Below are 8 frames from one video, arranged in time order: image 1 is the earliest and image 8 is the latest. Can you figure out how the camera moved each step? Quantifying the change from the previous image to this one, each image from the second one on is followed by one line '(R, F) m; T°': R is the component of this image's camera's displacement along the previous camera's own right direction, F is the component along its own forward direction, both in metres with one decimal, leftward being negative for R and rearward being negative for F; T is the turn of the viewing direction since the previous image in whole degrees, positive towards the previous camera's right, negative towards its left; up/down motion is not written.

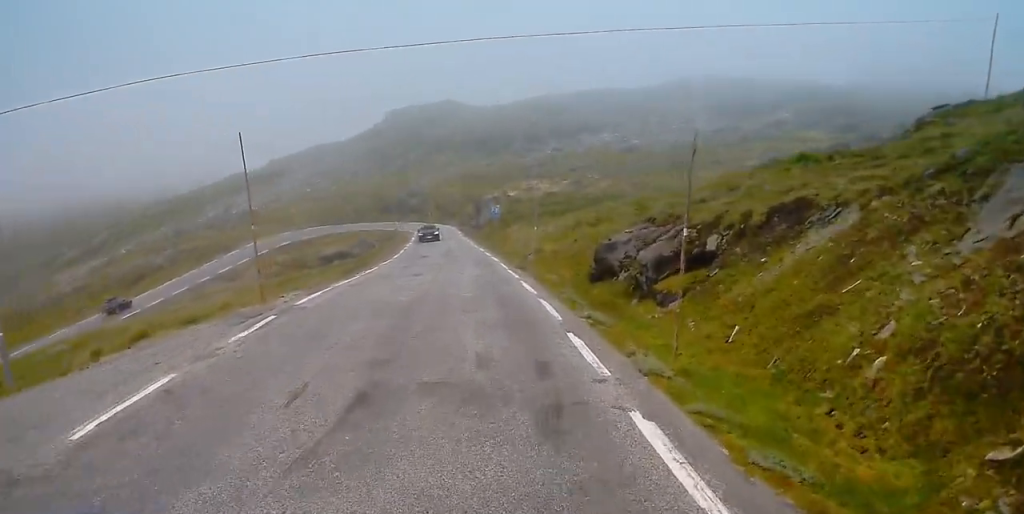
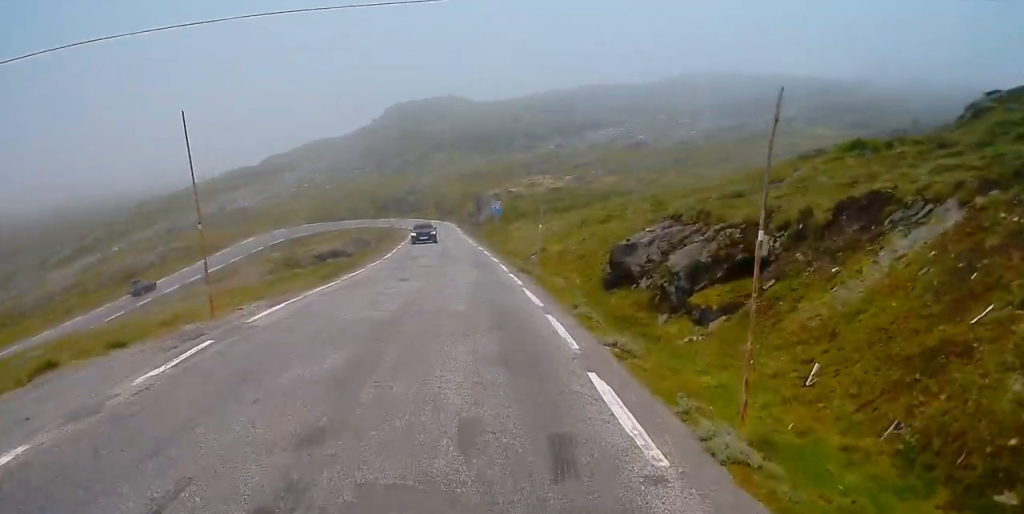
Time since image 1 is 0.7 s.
(0.0, +3.8) m; +1°
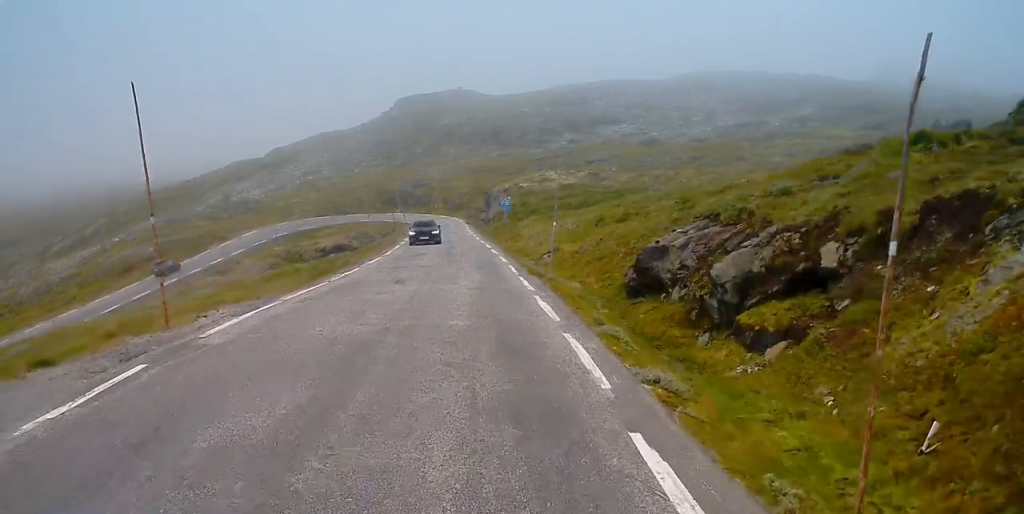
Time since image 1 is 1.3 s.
(0.0, +3.0) m; 0°
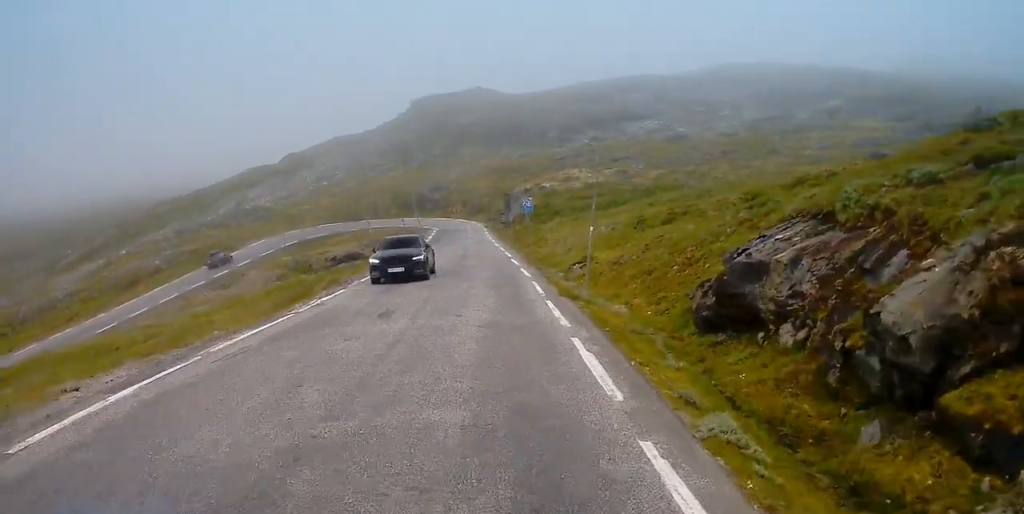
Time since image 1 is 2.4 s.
(0.0, +6.3) m; 0°
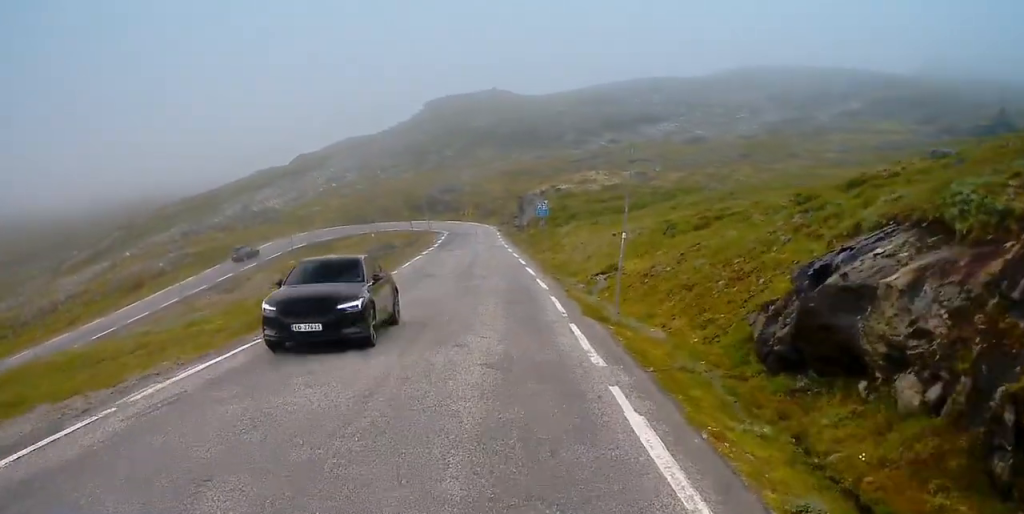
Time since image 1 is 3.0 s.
(0.0, +3.6) m; 0°
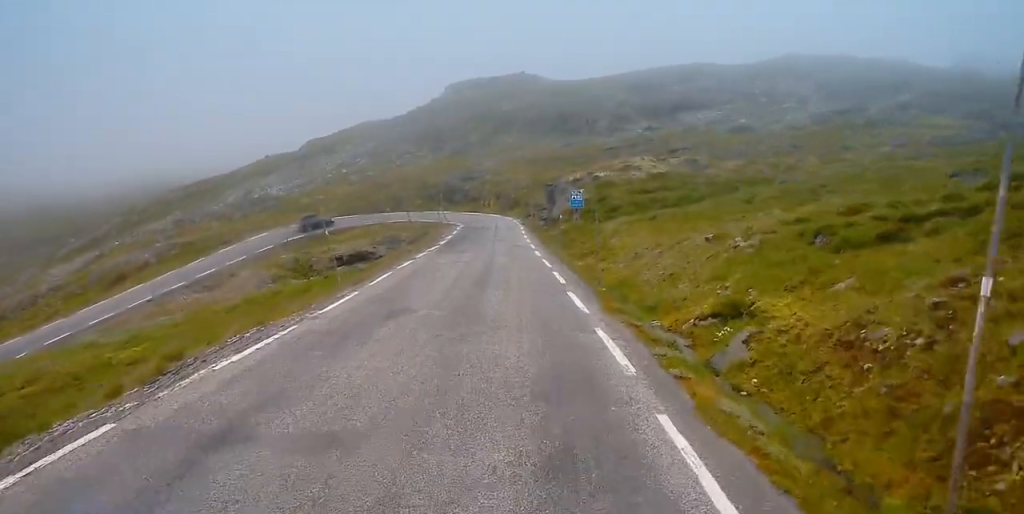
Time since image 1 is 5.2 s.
(-0.3, +13.4) m; -2°
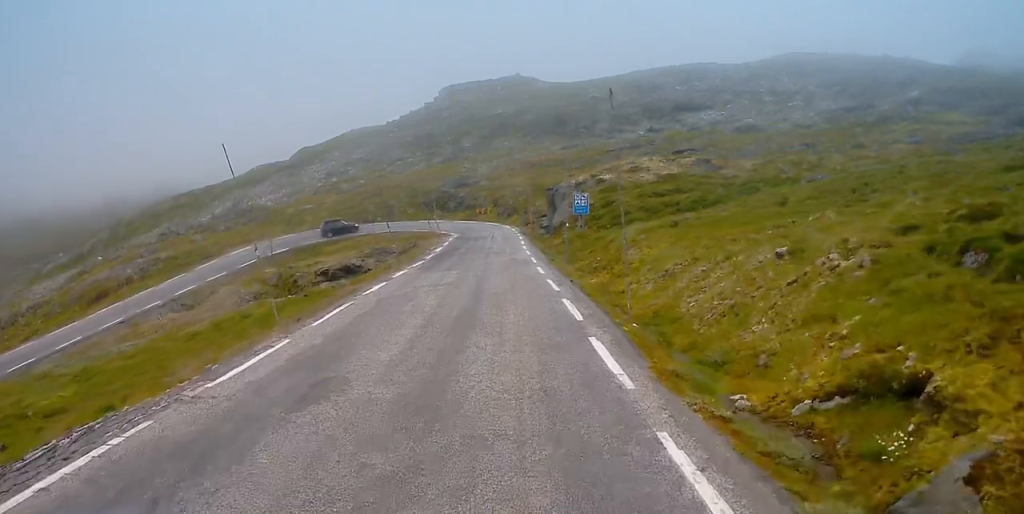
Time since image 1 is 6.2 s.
(0.0, +6.4) m; -1°
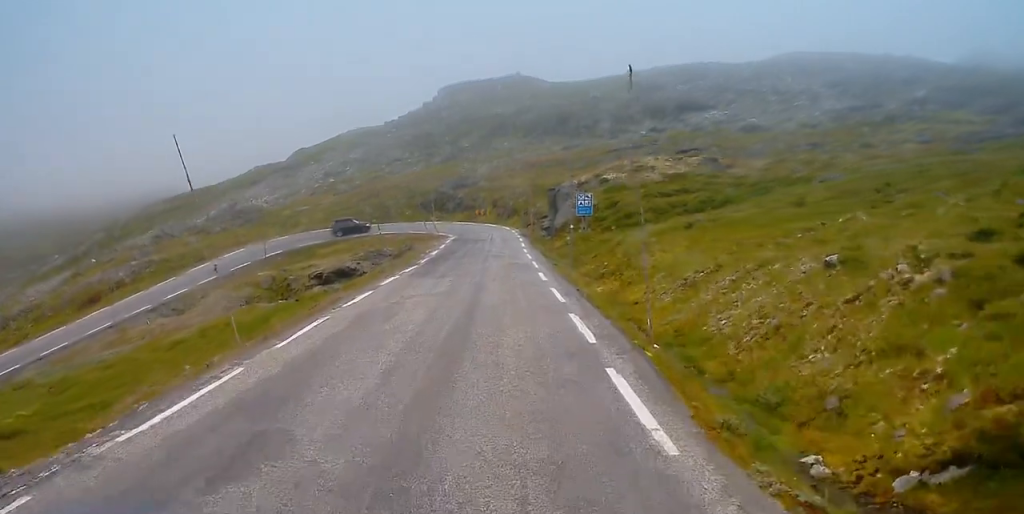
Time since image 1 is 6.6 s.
(0.0, +2.7) m; 0°
